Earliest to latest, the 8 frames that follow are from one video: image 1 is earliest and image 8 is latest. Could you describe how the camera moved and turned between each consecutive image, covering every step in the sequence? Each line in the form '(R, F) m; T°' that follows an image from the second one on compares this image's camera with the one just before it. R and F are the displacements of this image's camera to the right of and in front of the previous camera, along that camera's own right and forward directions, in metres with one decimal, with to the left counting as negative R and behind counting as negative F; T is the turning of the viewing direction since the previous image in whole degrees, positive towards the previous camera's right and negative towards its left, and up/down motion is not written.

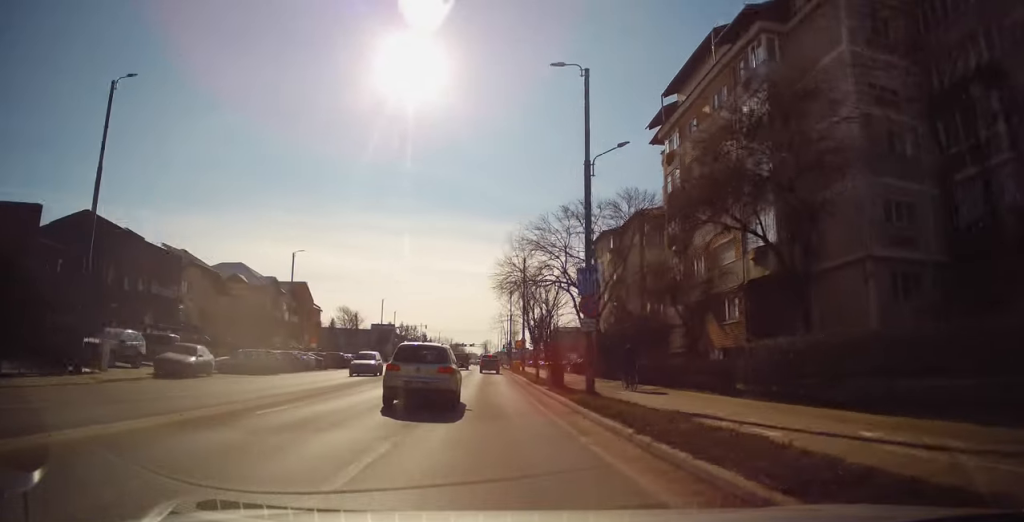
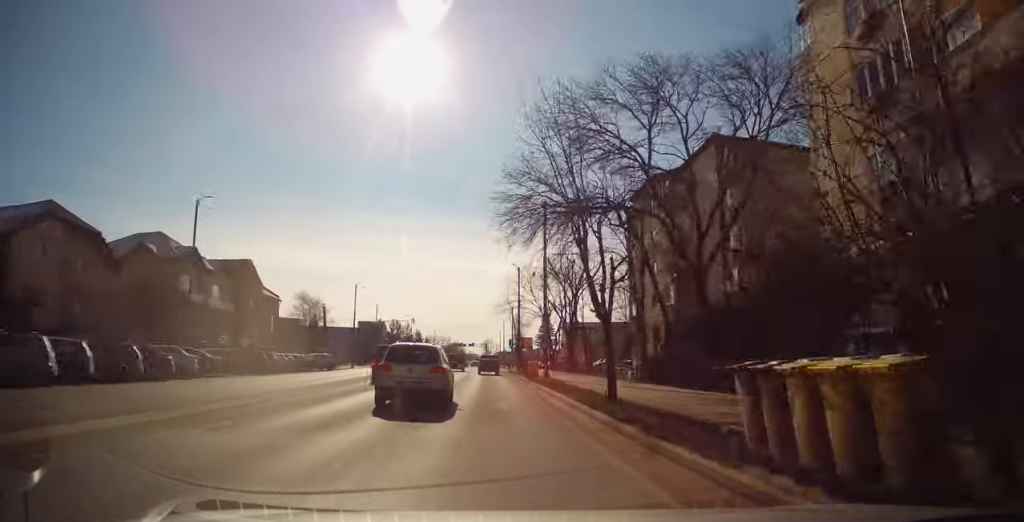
(0.0, +19.0) m; 0°
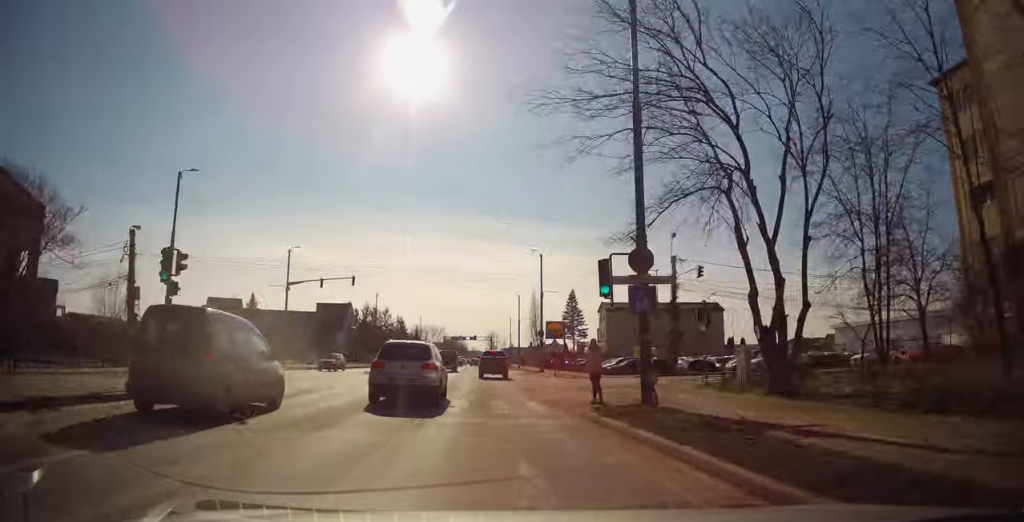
(0.0, +44.0) m; 0°
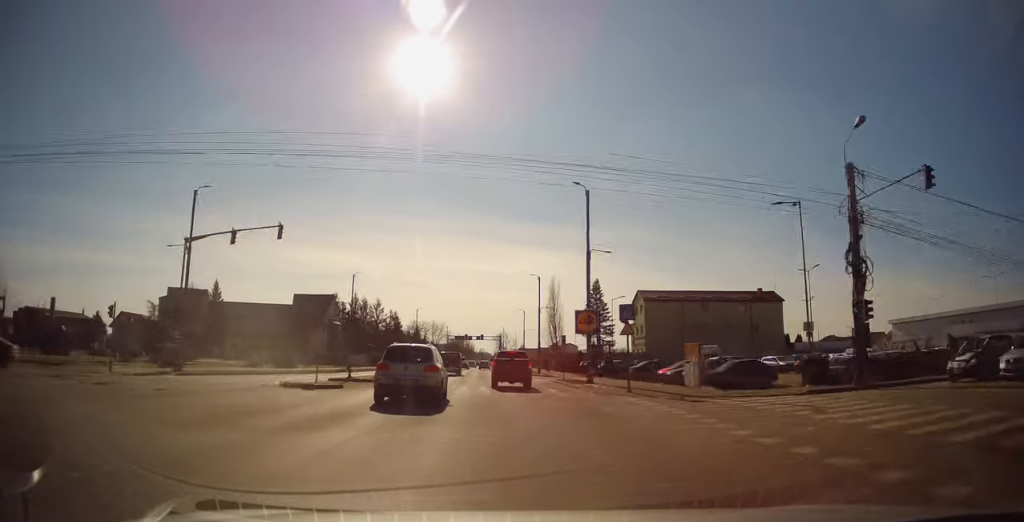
(0.0, +19.6) m; -1°
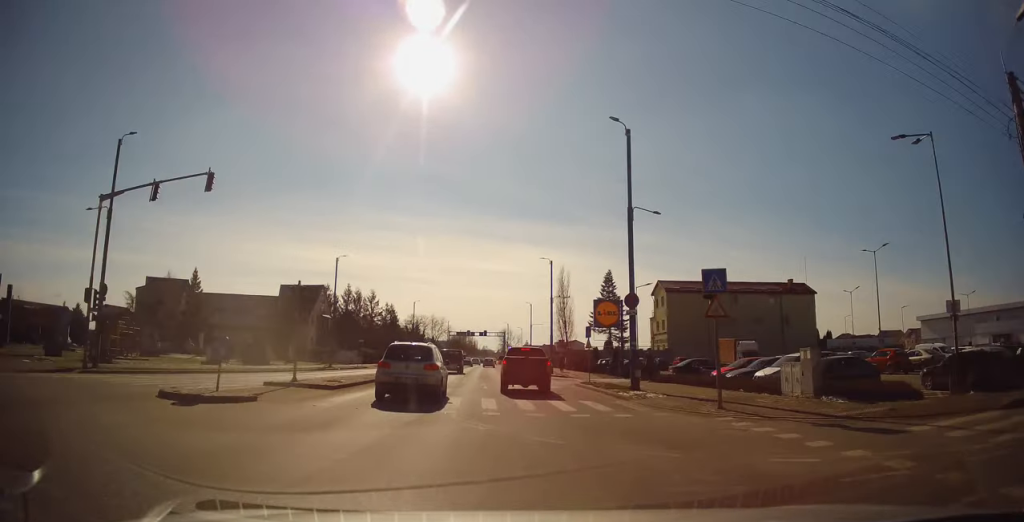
(-0.1, +8.5) m; -1°
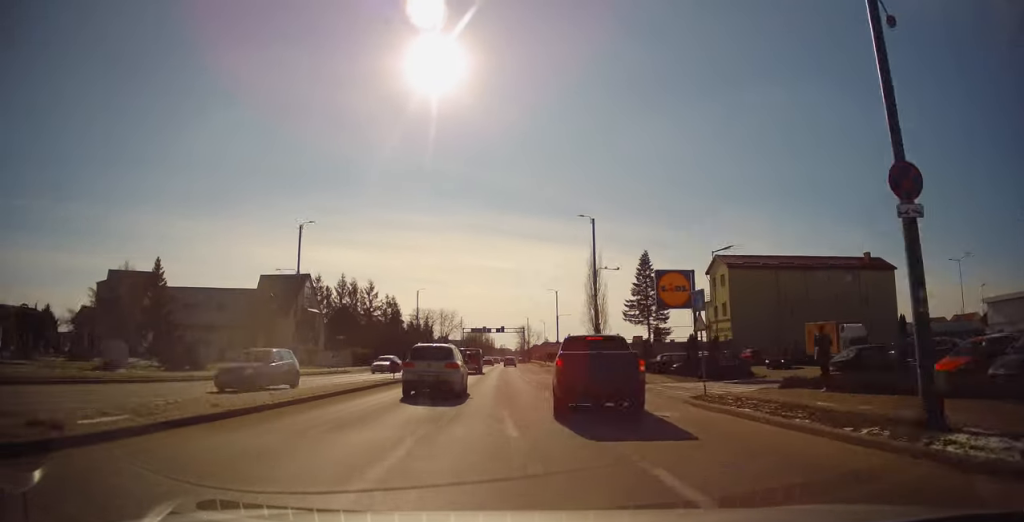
(-0.3, +15.5) m; -2°
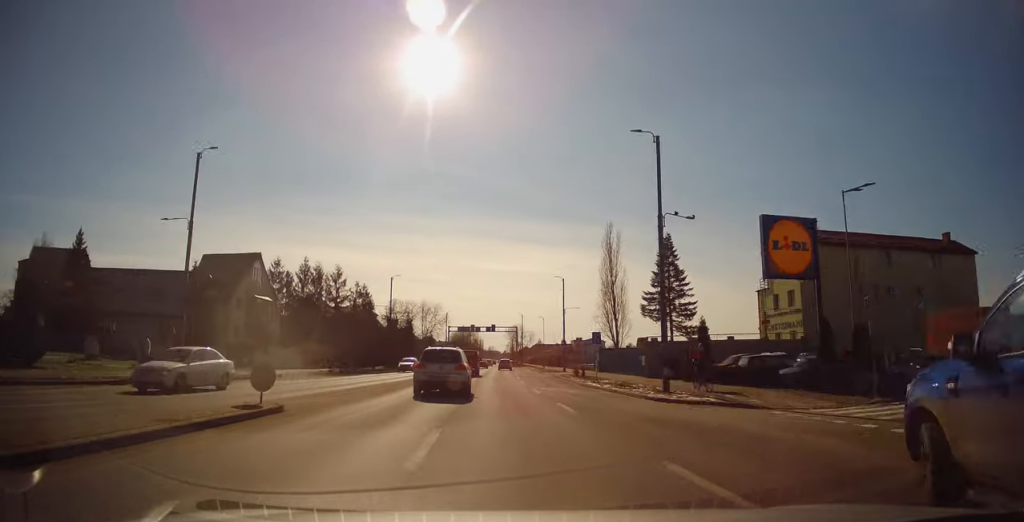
(-0.2, +15.8) m; +1°
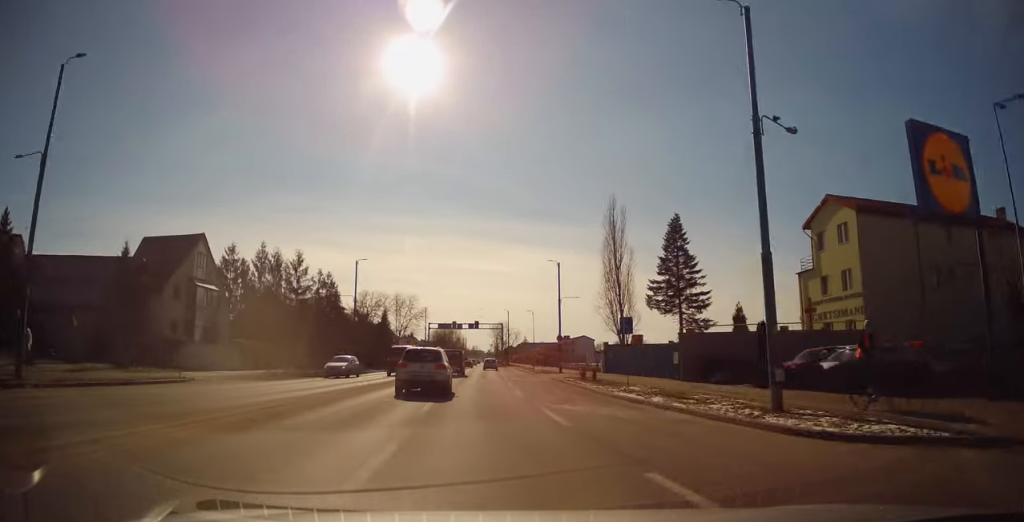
(+0.1, +9.8) m; +1°
